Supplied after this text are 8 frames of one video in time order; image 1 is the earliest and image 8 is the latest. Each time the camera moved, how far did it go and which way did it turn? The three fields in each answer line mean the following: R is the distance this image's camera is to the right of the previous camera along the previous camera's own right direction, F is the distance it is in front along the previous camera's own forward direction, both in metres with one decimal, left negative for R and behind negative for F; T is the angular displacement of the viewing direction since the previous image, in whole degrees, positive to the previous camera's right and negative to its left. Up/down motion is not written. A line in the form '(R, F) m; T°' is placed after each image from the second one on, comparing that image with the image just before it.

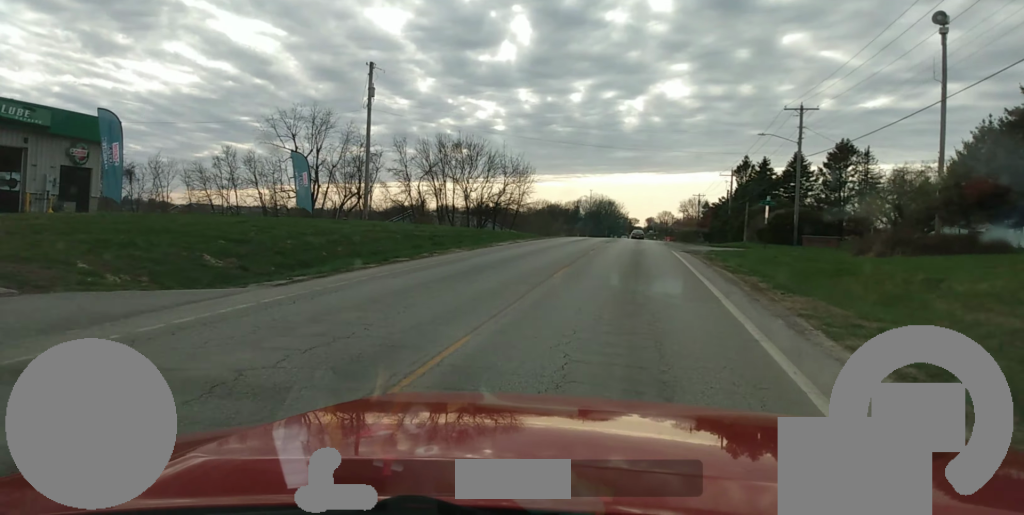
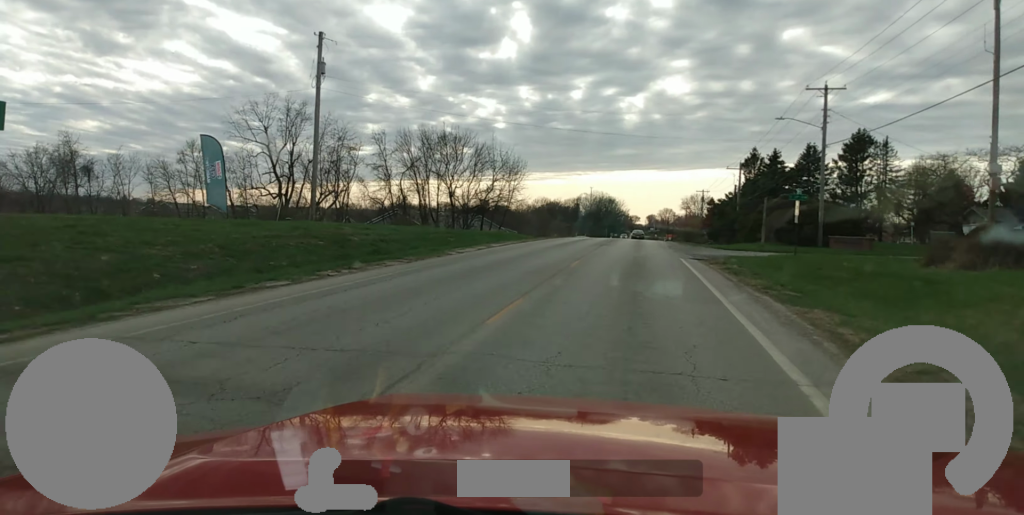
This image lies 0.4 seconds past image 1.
(0.0, +8.2) m; 0°
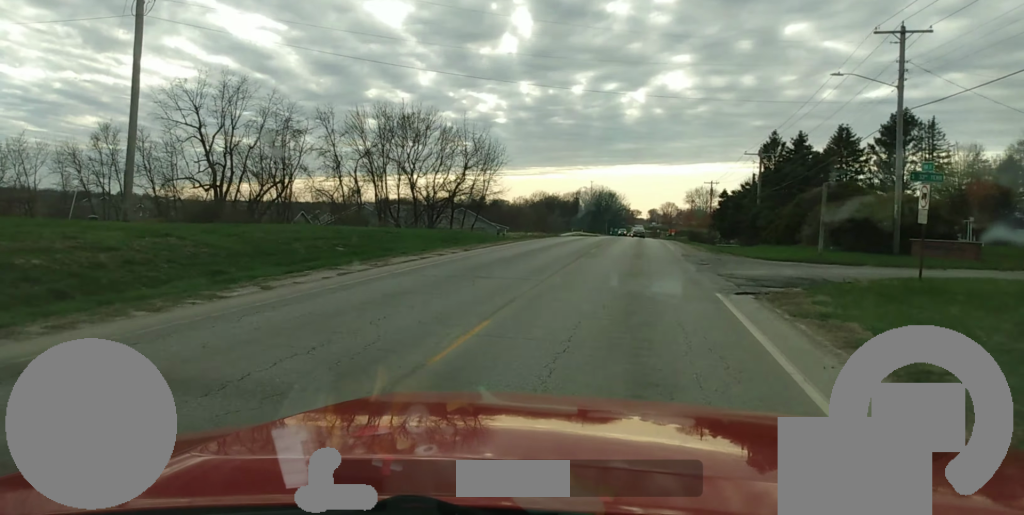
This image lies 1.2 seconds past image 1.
(-0.1, +14.8) m; 0°
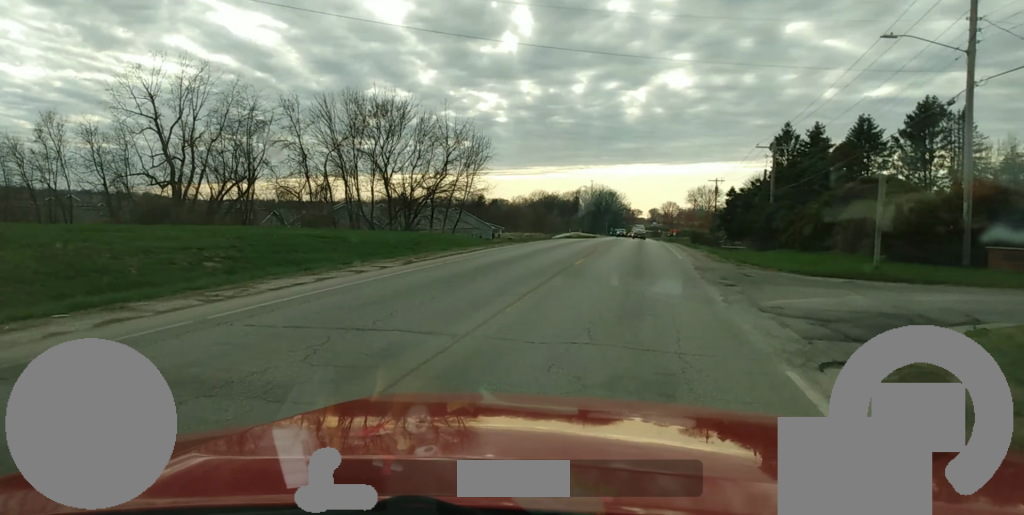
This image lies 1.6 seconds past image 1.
(0.0, +8.0) m; 0°
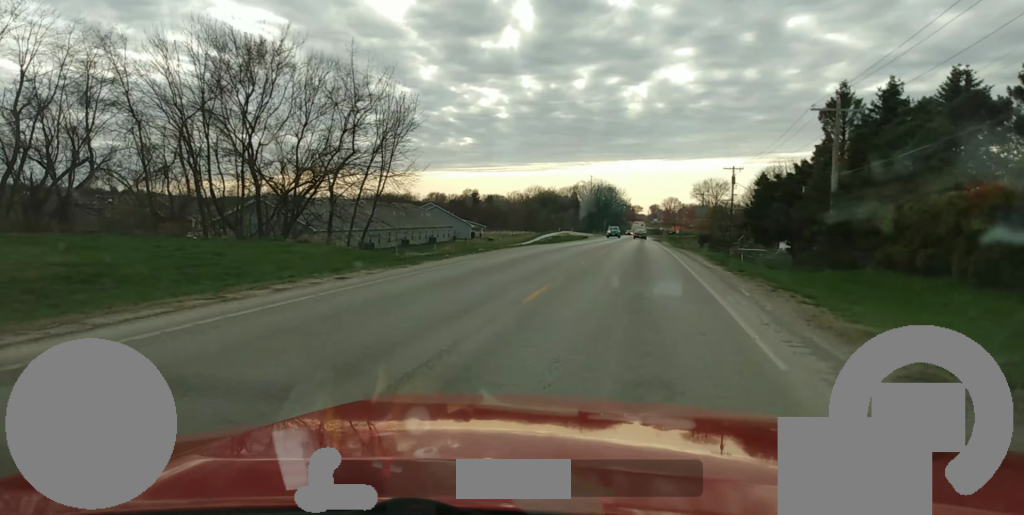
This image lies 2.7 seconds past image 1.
(0.0, +22.5) m; 0°
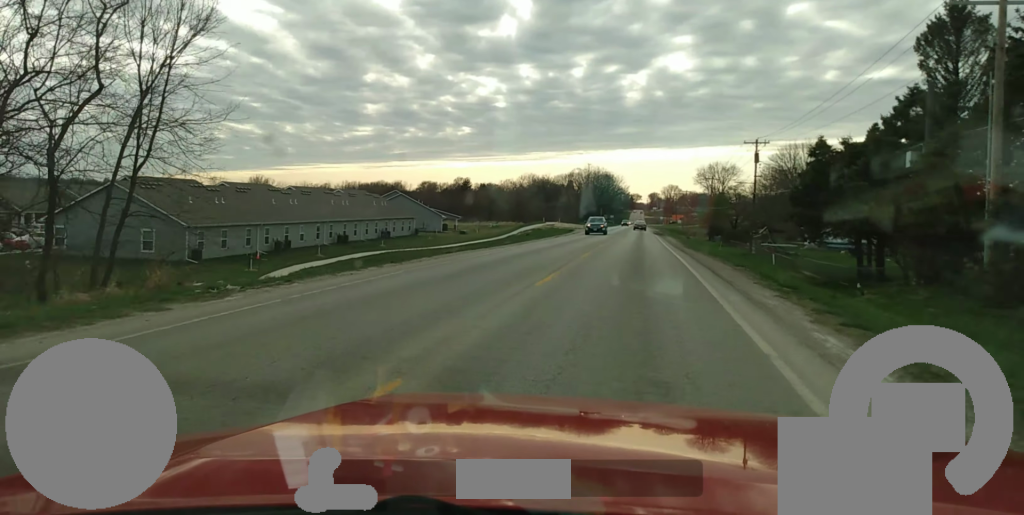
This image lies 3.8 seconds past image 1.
(+0.1, +21.7) m; +1°
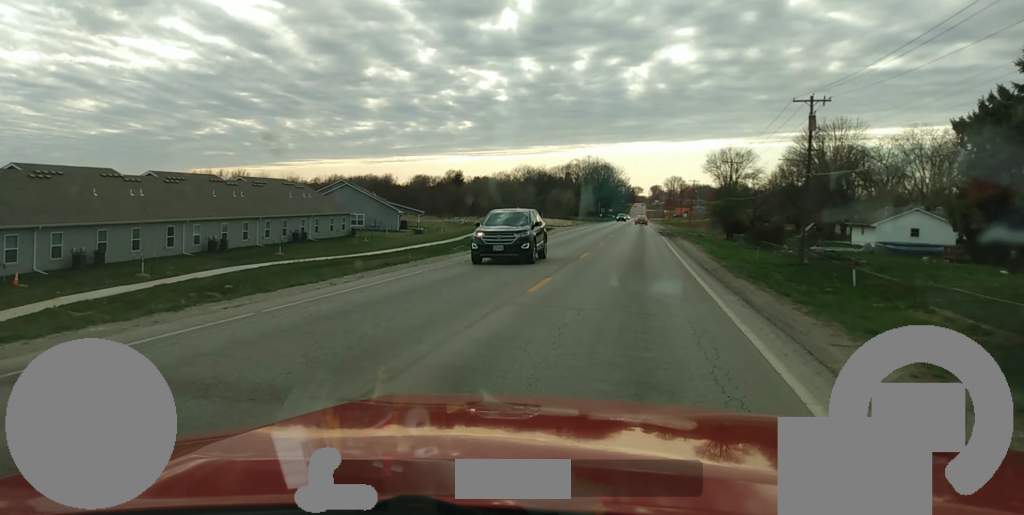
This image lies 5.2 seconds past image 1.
(+0.2, +25.6) m; 0°
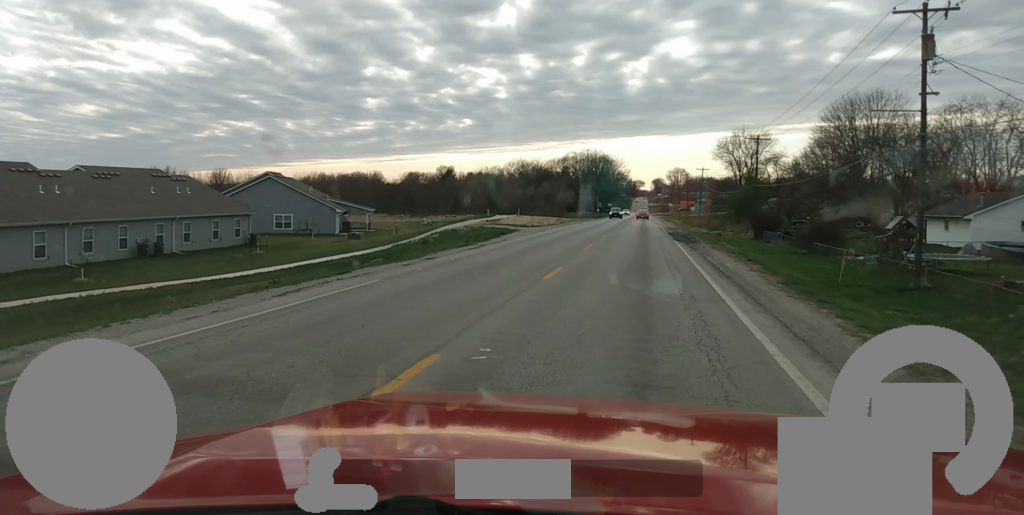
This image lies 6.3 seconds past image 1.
(-0.5, +21.9) m; -1°
